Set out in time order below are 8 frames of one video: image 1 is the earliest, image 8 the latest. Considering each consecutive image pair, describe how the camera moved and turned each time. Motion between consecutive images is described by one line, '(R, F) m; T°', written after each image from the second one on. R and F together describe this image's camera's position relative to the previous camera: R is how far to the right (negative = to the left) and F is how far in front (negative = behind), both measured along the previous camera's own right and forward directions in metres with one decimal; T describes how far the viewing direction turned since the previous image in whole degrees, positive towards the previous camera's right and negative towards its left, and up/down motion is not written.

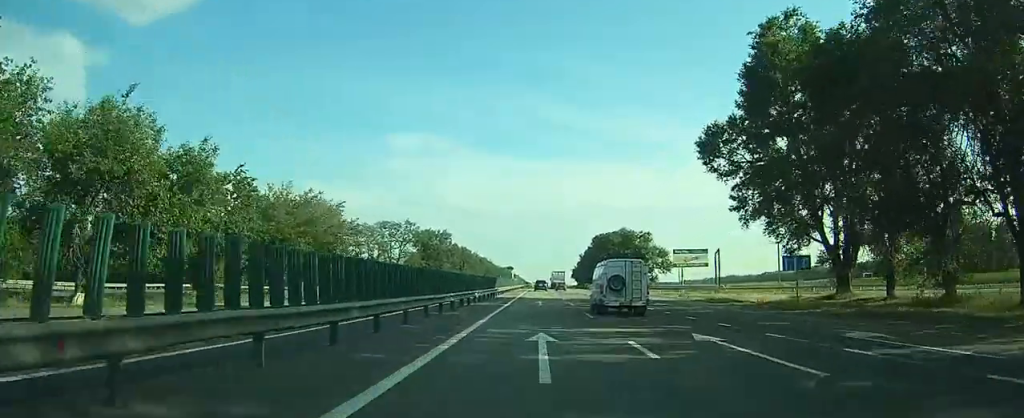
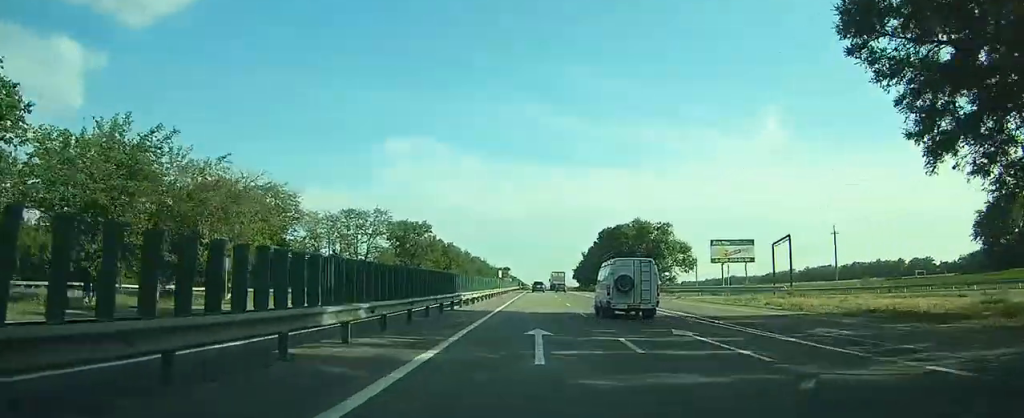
(0.0, +23.8) m; 0°
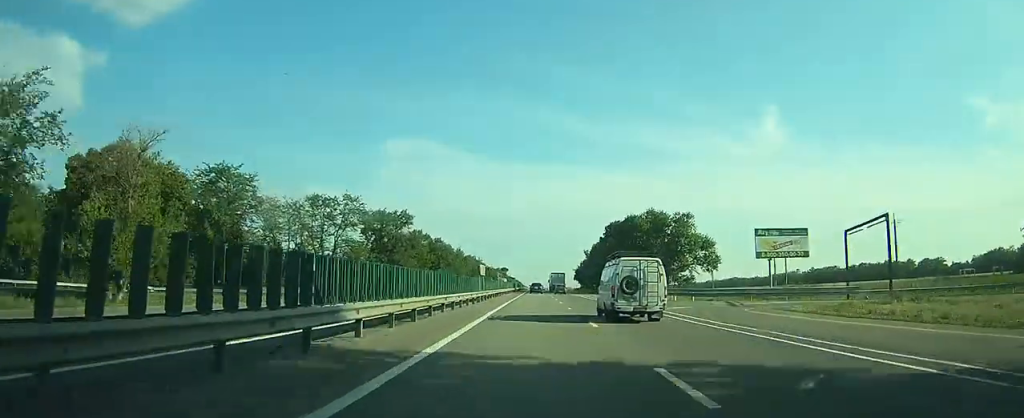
(0.0, +17.7) m; 0°
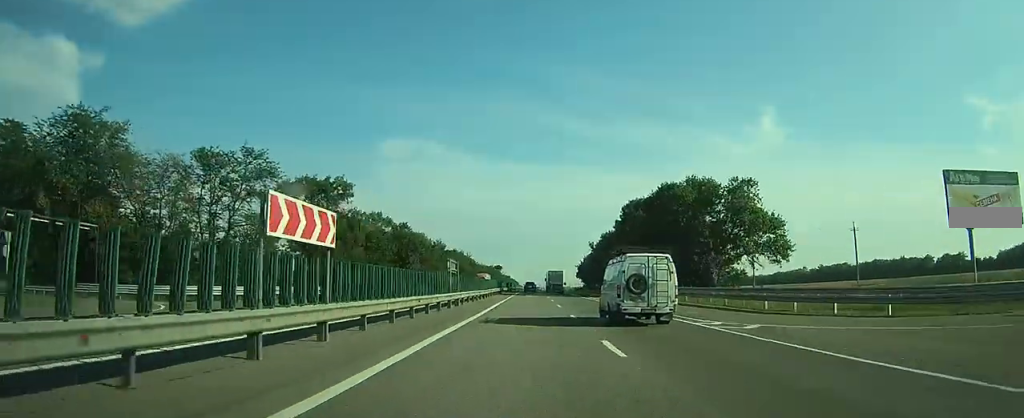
(+0.4, +34.0) m; +1°
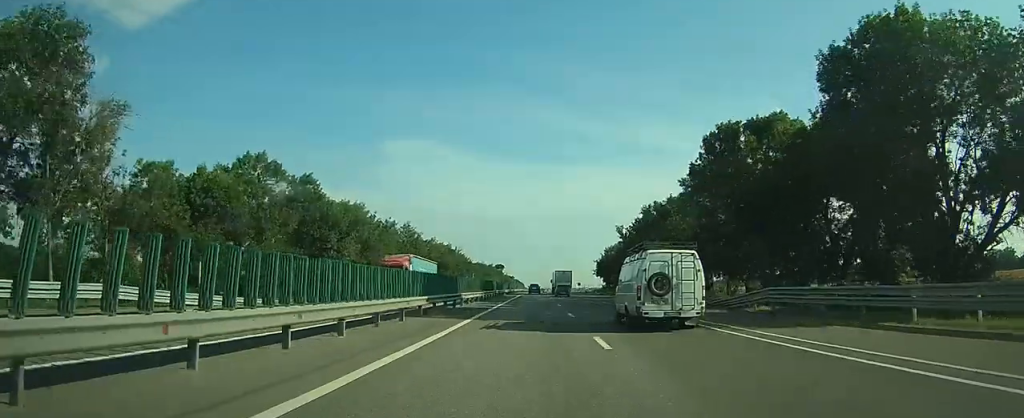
(-0.8, +45.0) m; -2°
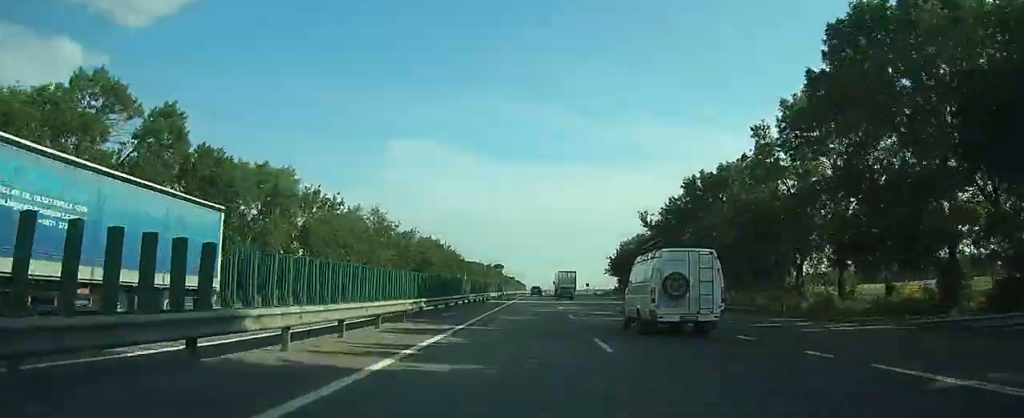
(+0.1, +21.9) m; -1°
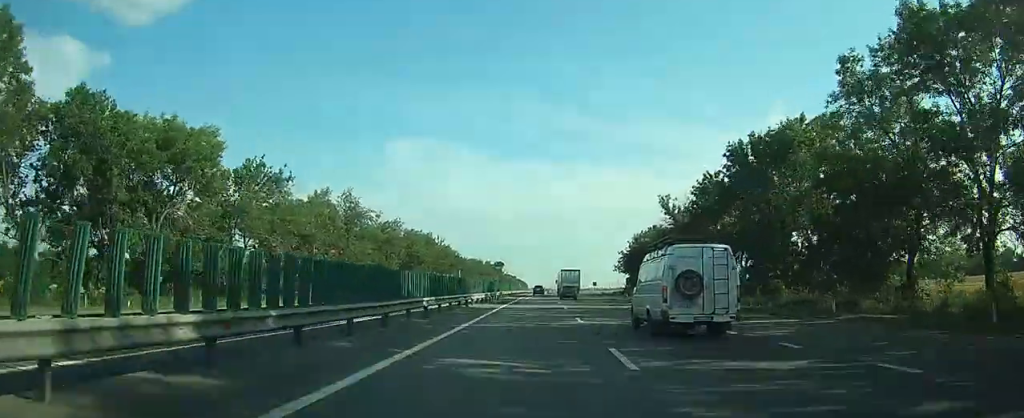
(-0.4, +13.6) m; +1°
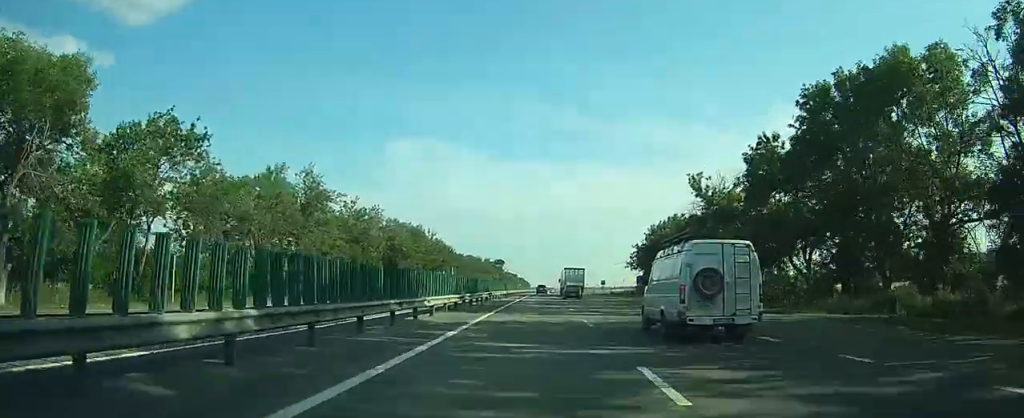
(+0.1, +13.9) m; +1°
